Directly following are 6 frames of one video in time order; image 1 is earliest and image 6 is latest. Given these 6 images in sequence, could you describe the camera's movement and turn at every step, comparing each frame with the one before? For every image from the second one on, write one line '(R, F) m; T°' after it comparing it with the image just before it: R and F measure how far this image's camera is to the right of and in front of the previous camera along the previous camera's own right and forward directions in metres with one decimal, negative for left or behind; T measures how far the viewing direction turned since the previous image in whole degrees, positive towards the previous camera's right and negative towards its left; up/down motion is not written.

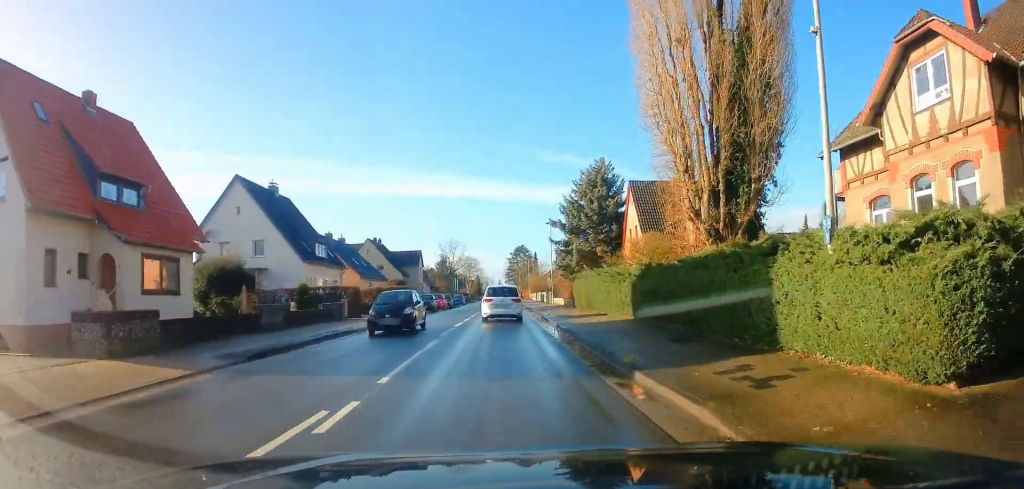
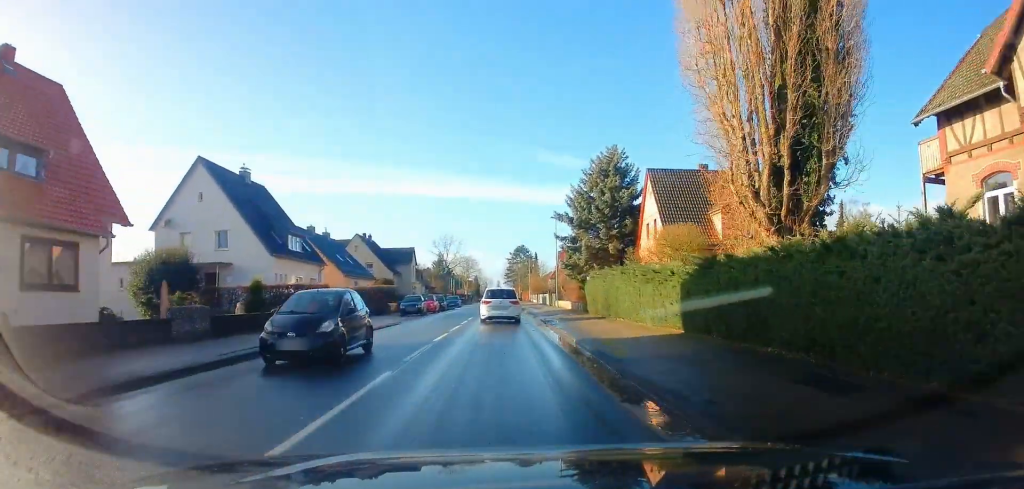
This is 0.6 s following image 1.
(0.0, +5.9) m; 0°
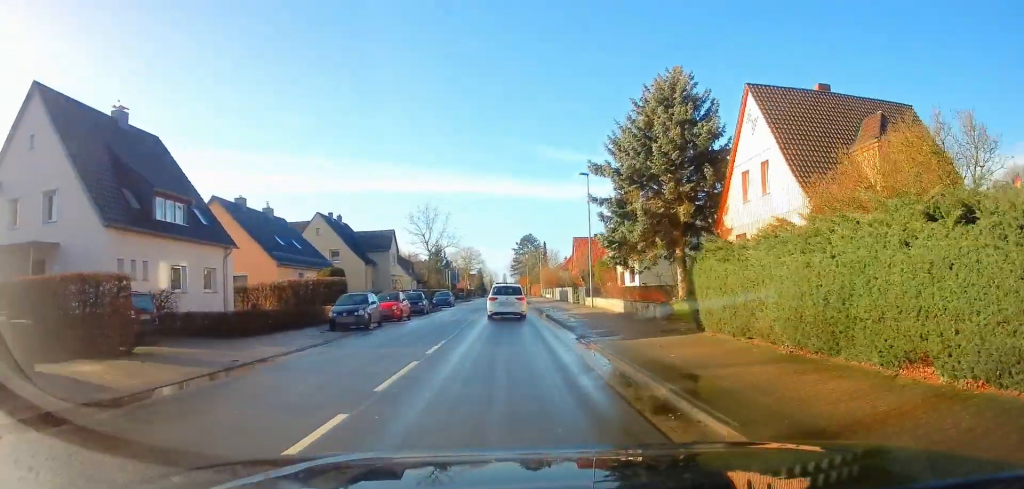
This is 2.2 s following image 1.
(+0.1, +17.1) m; +1°
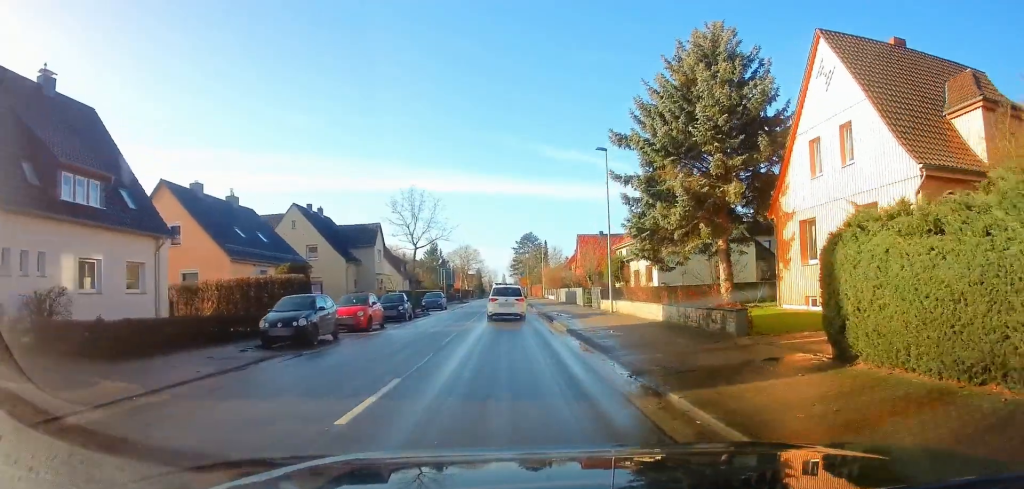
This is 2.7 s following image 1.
(+0.2, +6.5) m; 0°
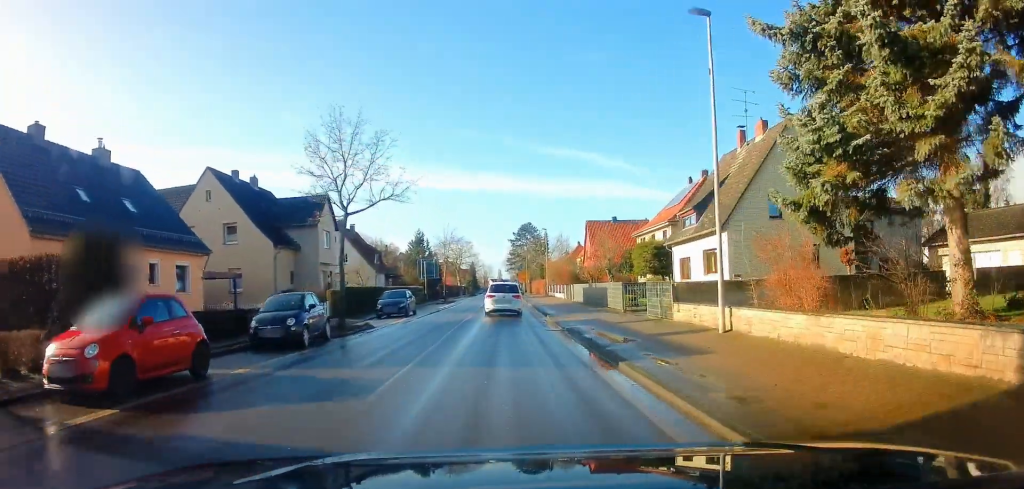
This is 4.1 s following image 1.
(-0.5, +14.8) m; -2°
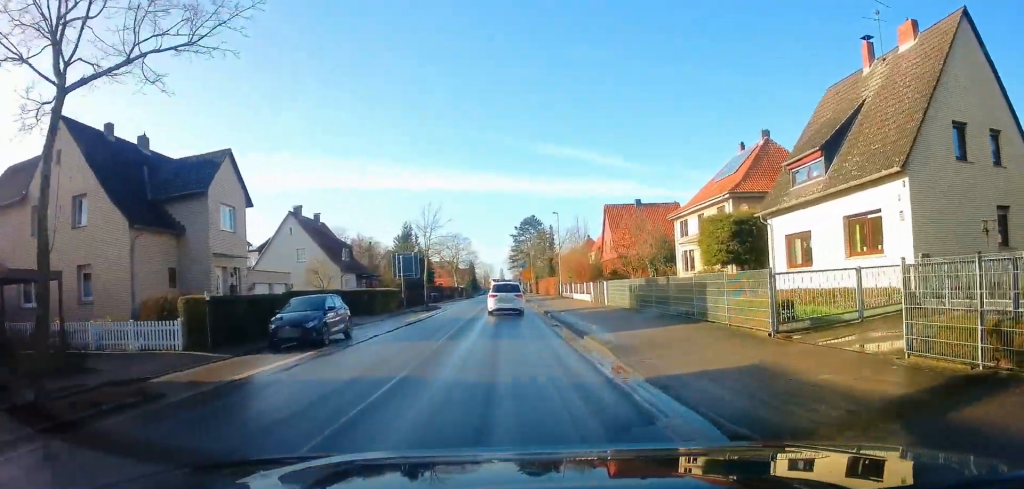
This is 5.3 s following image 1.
(+0.2, +14.5) m; +2°
